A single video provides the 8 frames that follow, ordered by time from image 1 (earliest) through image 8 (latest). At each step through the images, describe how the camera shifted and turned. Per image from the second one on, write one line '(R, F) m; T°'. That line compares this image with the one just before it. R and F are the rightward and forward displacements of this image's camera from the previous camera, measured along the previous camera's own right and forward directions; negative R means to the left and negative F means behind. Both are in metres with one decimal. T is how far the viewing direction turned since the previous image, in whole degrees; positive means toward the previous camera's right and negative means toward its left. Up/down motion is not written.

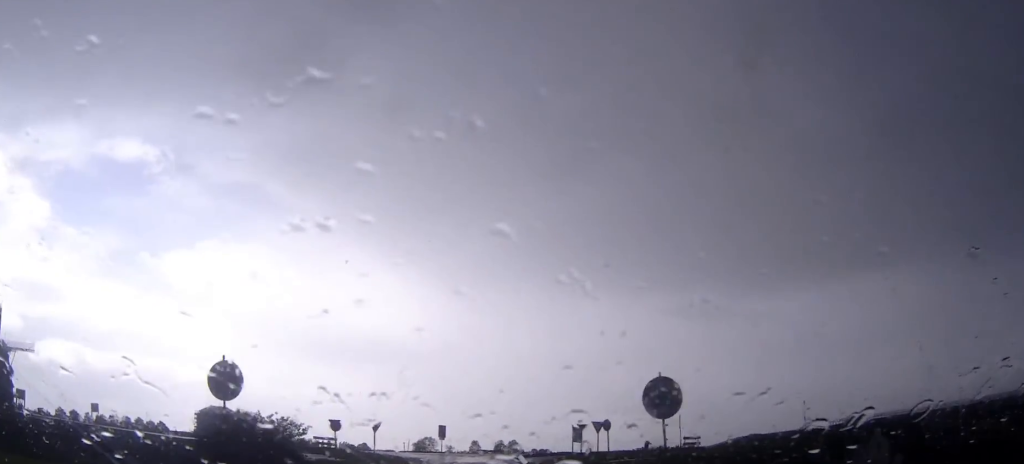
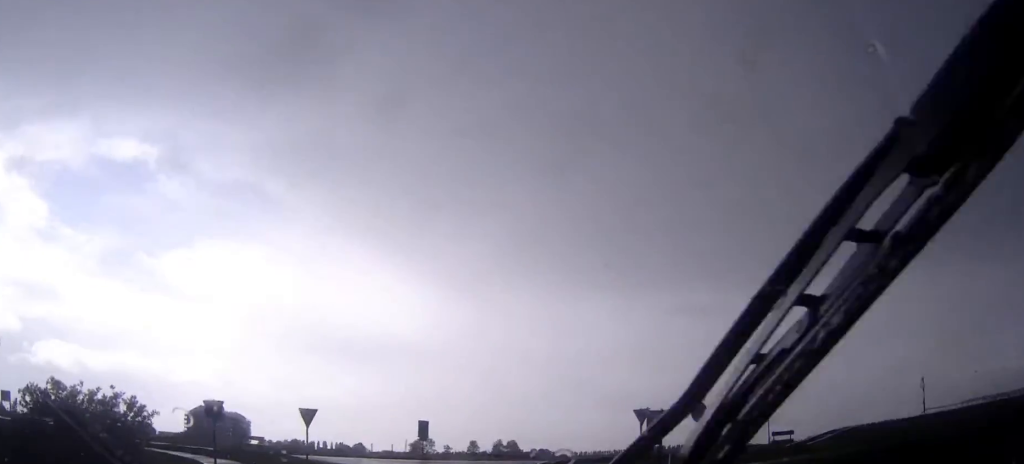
(-0.1, +18.3) m; 0°
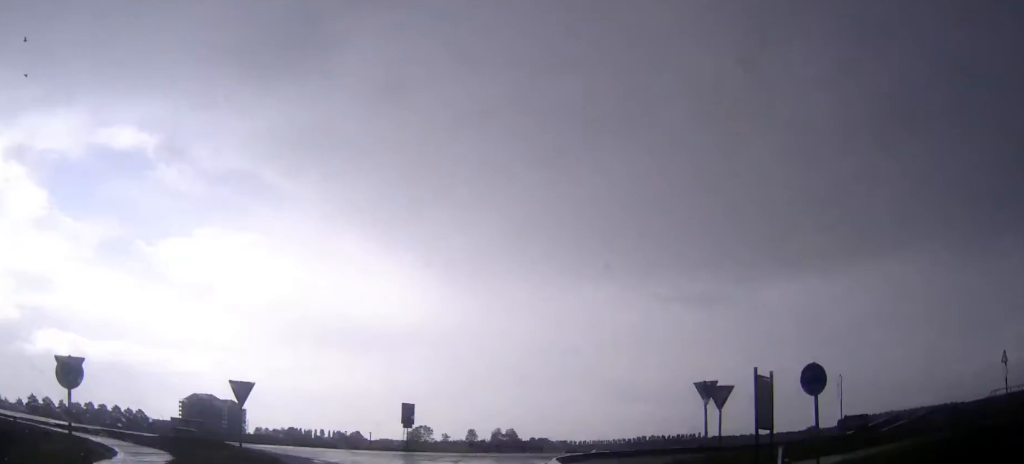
(0.0, +8.3) m; 0°
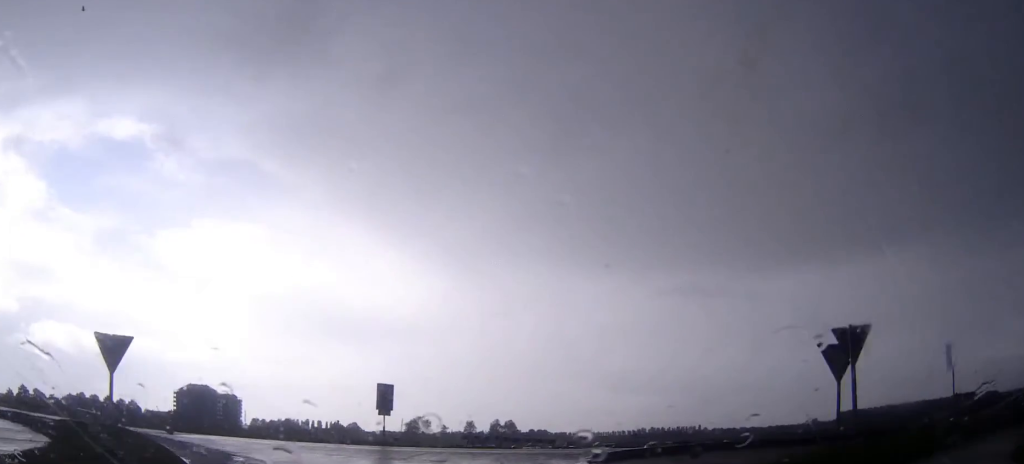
(0.0, +8.3) m; 0°
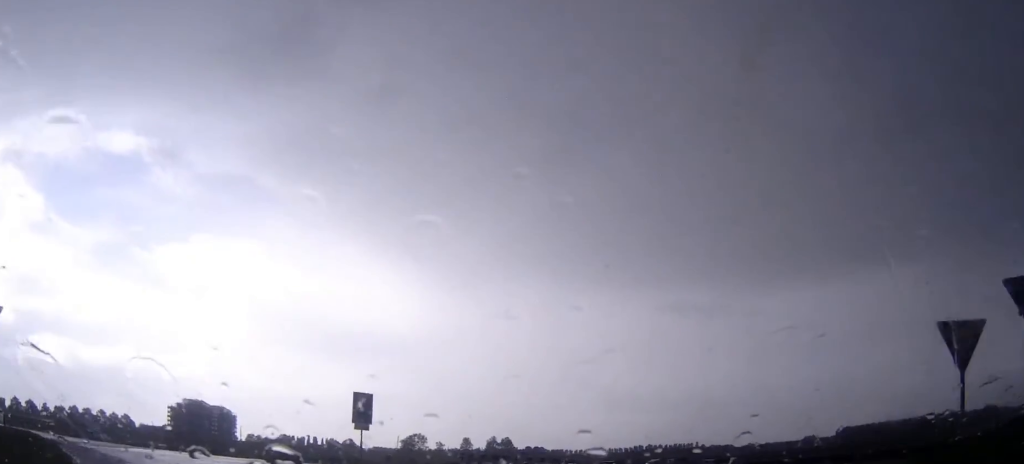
(0.0, +4.7) m; 0°
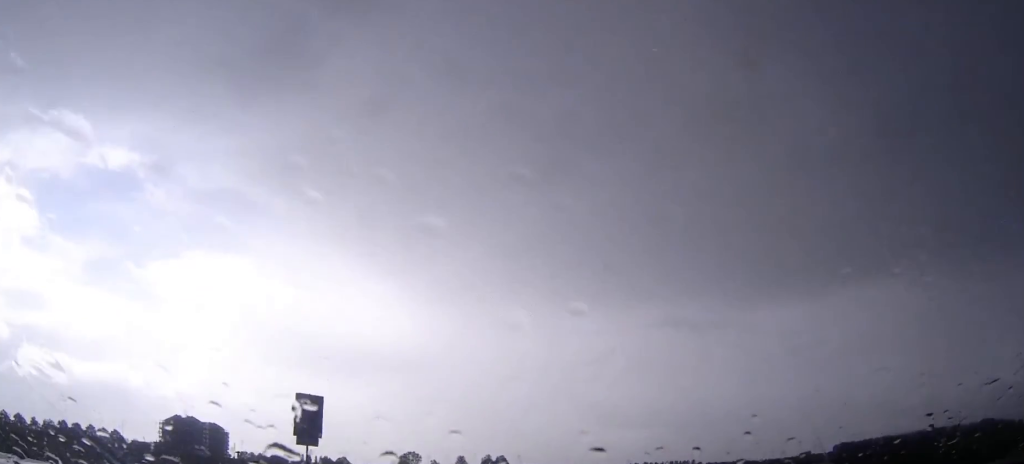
(0.0, +7.6) m; -1°
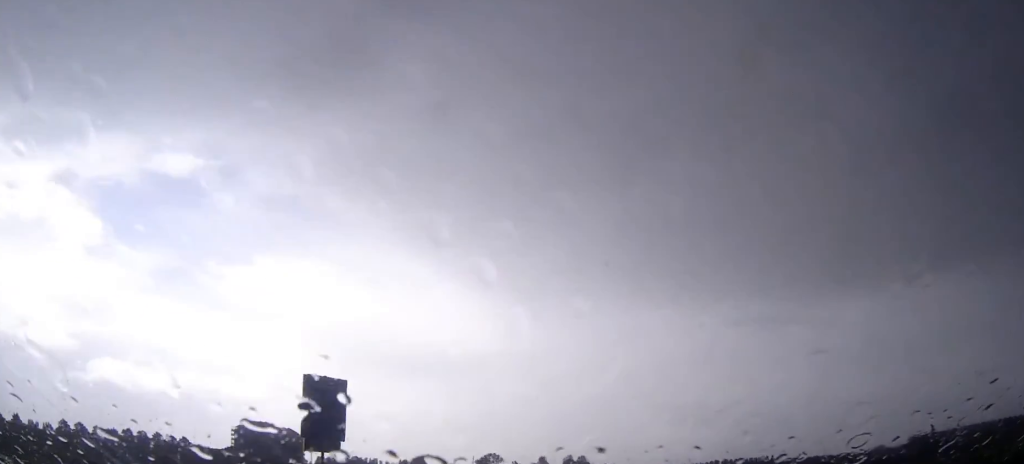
(-0.2, +7.4) m; -11°
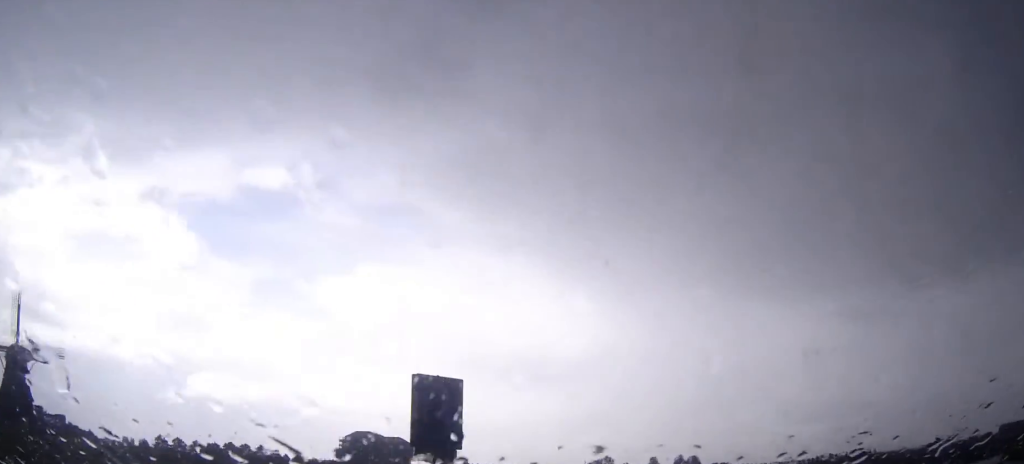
(-0.2, +1.7) m; -10°
